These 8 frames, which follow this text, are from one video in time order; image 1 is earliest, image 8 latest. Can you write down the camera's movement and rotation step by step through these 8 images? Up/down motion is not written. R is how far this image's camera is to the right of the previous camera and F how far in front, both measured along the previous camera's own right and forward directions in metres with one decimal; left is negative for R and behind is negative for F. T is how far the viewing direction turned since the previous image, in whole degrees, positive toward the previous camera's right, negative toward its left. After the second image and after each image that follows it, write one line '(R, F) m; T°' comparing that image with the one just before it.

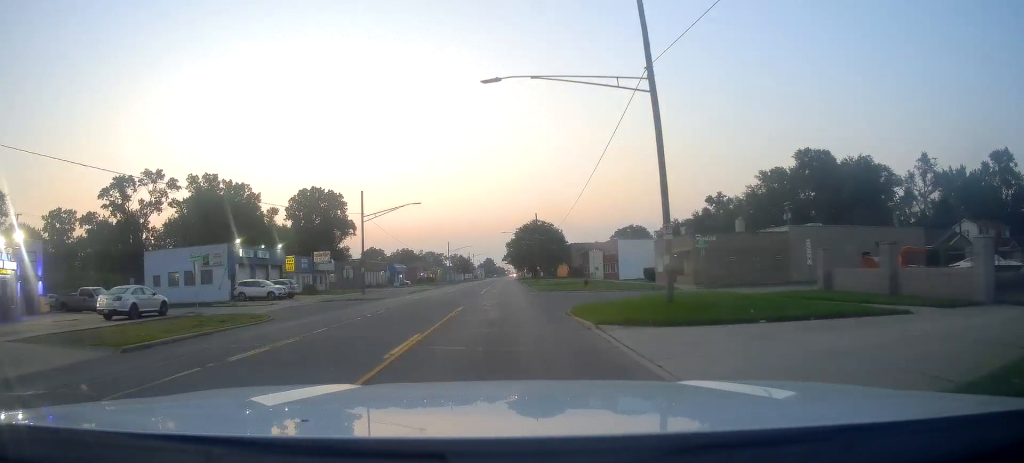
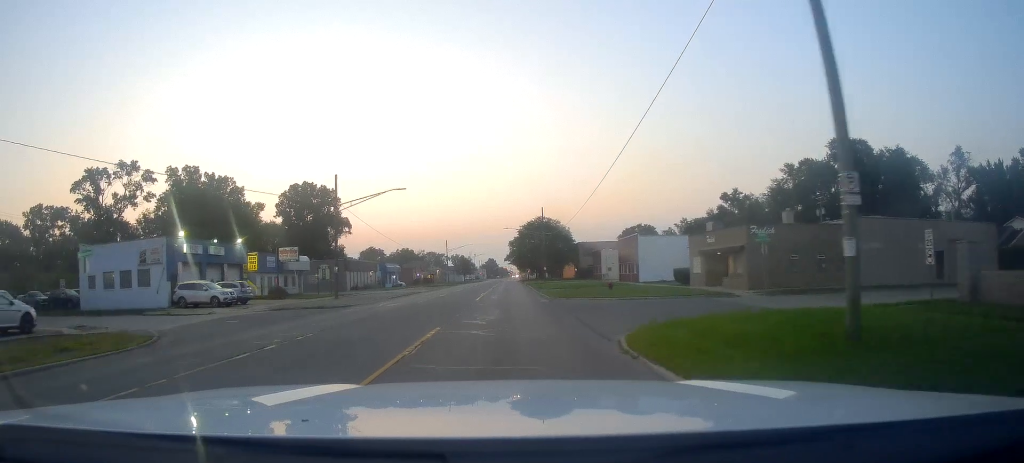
(+0.2, +10.6) m; 0°
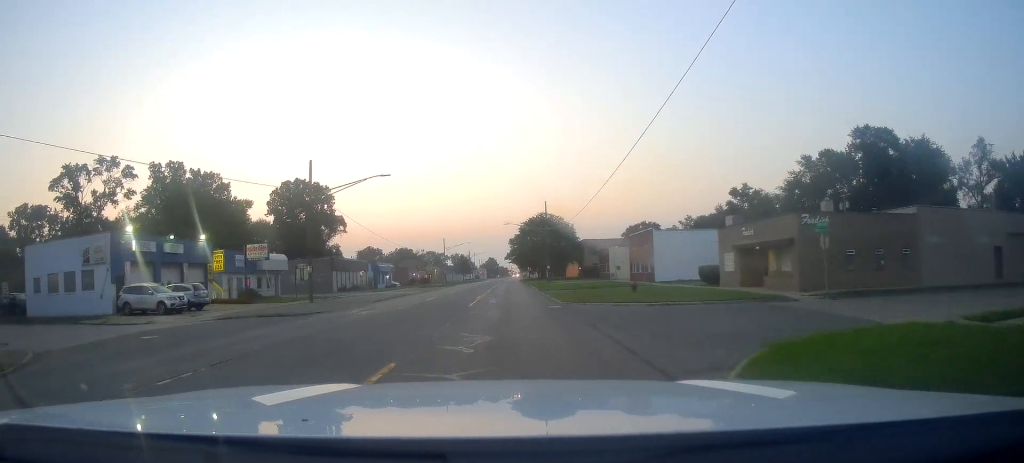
(+0.1, +7.0) m; 0°
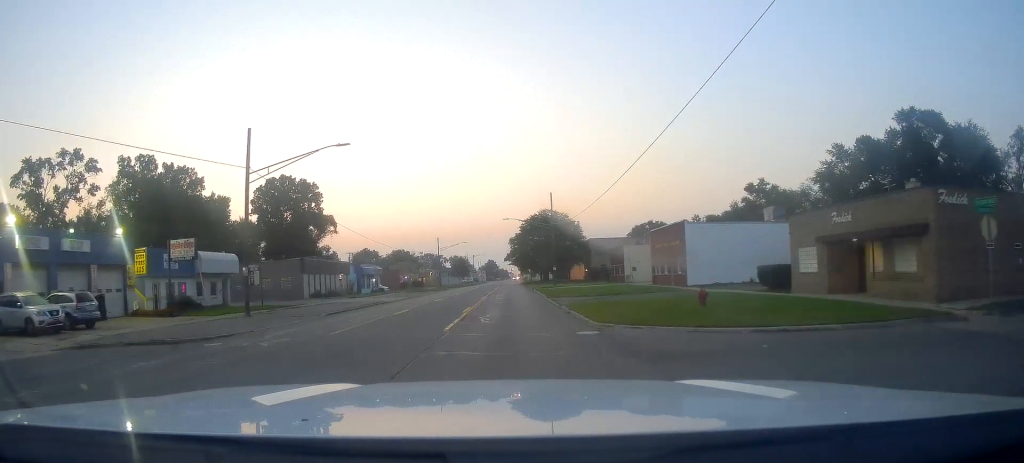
(-0.4, +11.2) m; 0°
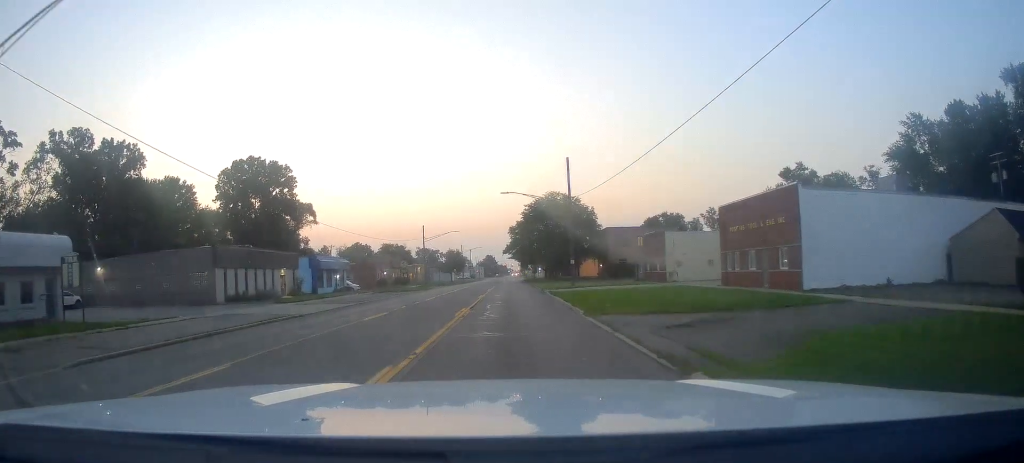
(+0.8, +20.4) m; +1°
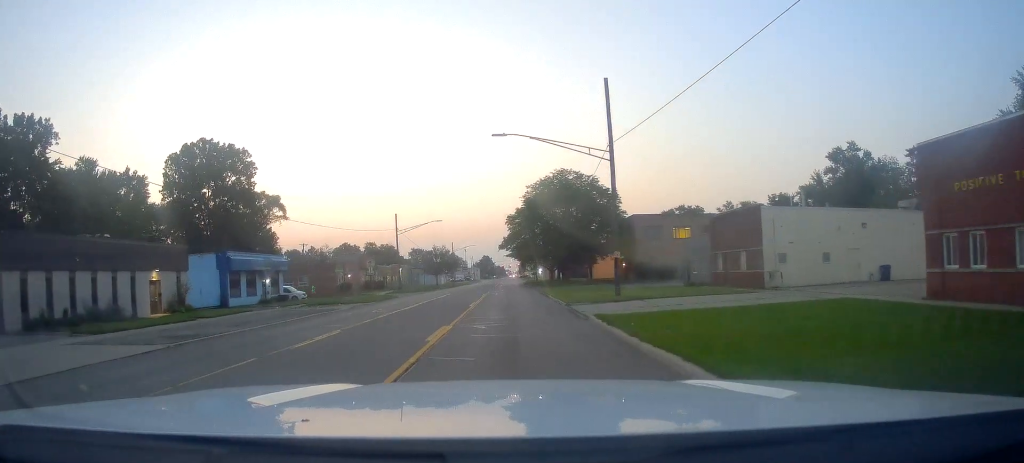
(-0.5, +22.6) m; -1°
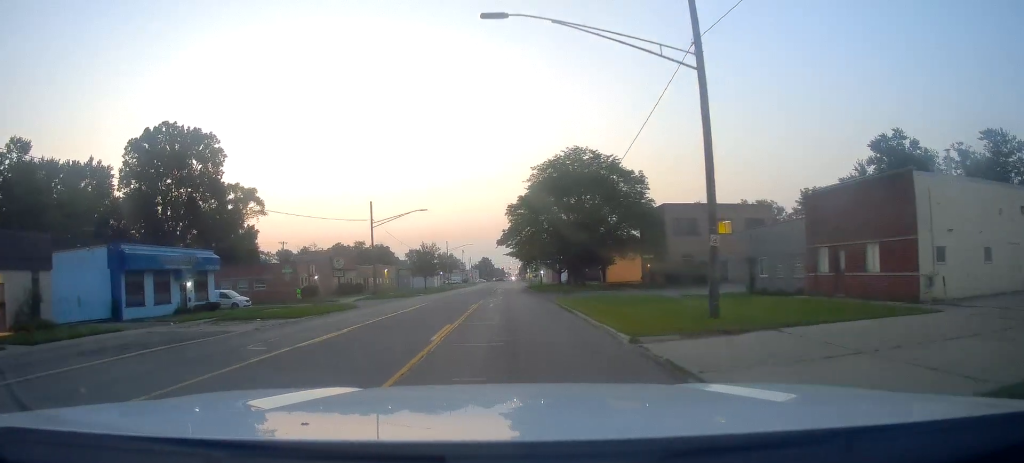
(0.0, +14.6) m; -1°
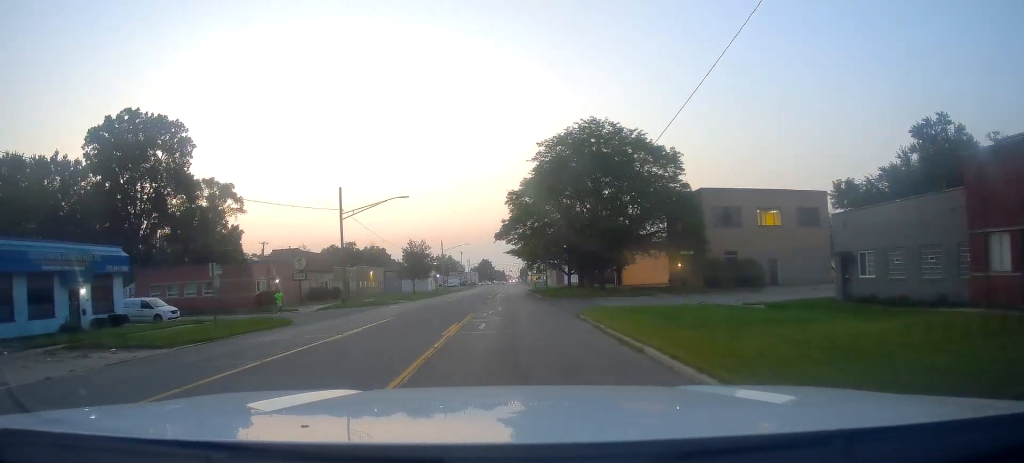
(-0.2, +12.2) m; 0°
